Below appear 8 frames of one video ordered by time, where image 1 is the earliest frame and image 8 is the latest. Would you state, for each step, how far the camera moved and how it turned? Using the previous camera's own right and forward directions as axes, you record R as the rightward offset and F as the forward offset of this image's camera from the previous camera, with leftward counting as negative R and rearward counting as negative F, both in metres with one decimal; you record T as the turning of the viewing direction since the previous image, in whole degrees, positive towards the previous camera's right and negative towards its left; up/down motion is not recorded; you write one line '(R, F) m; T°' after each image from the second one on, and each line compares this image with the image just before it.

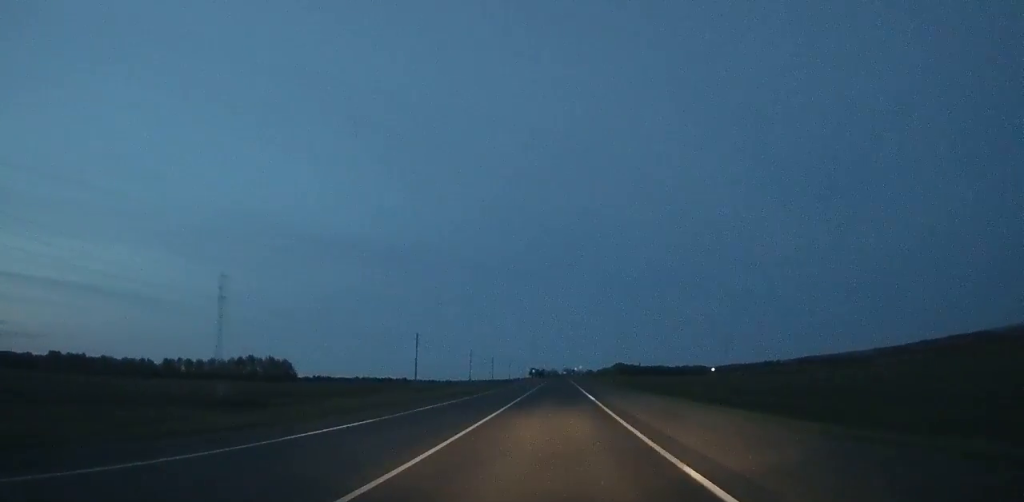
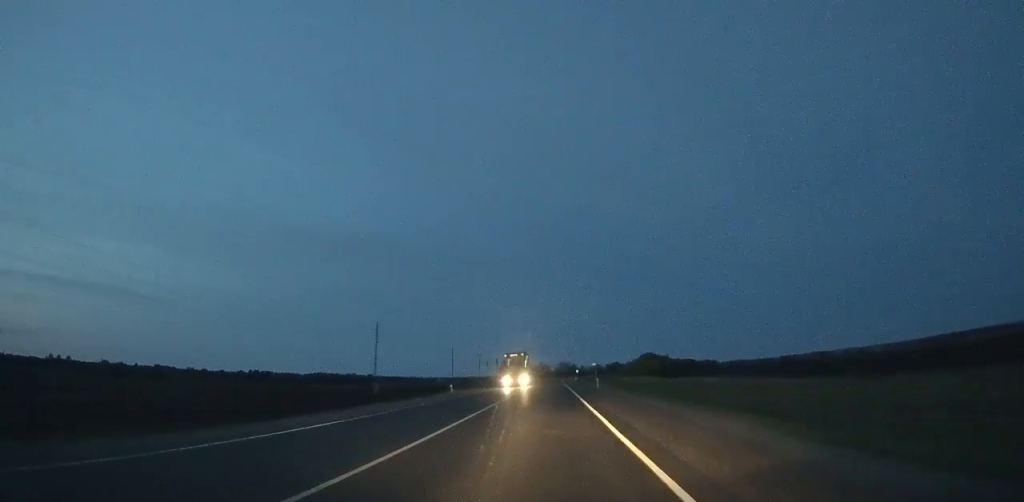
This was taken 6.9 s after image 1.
(+0.3, +194.6) m; 0°
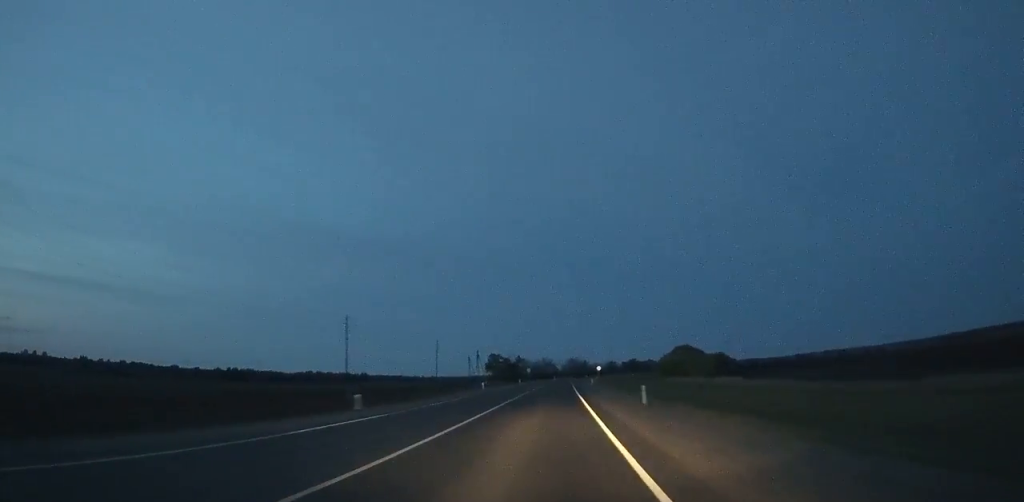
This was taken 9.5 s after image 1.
(0.0, +72.3) m; 0°
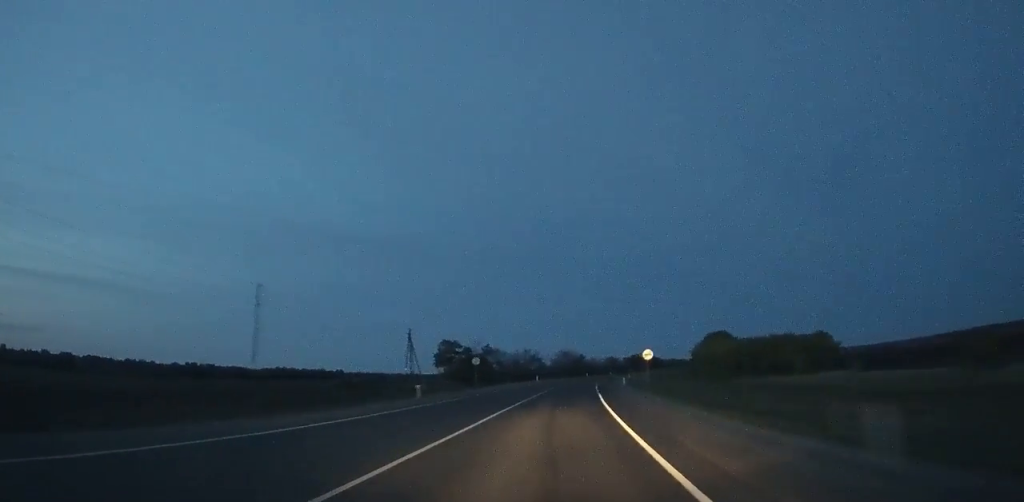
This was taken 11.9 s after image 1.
(-0.3, +66.4) m; +2°
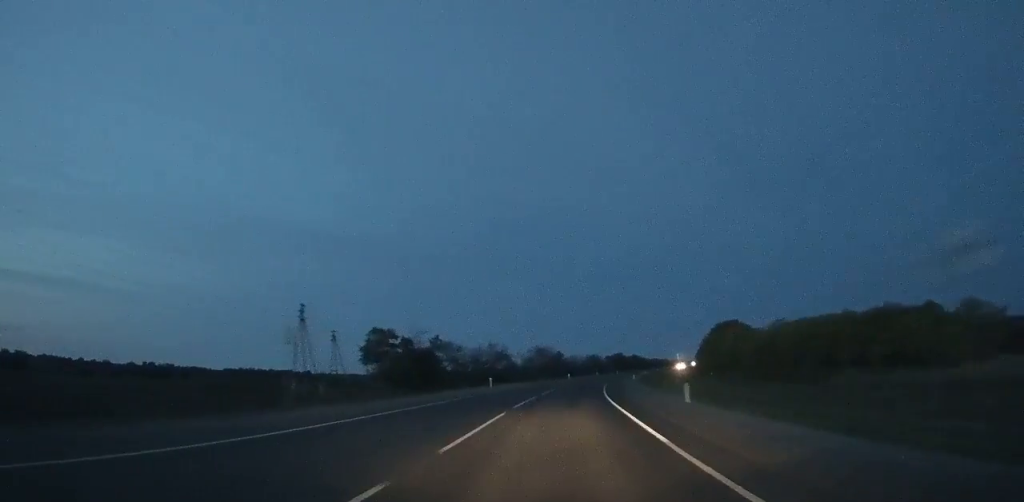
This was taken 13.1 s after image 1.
(+0.4, +33.0) m; +2°
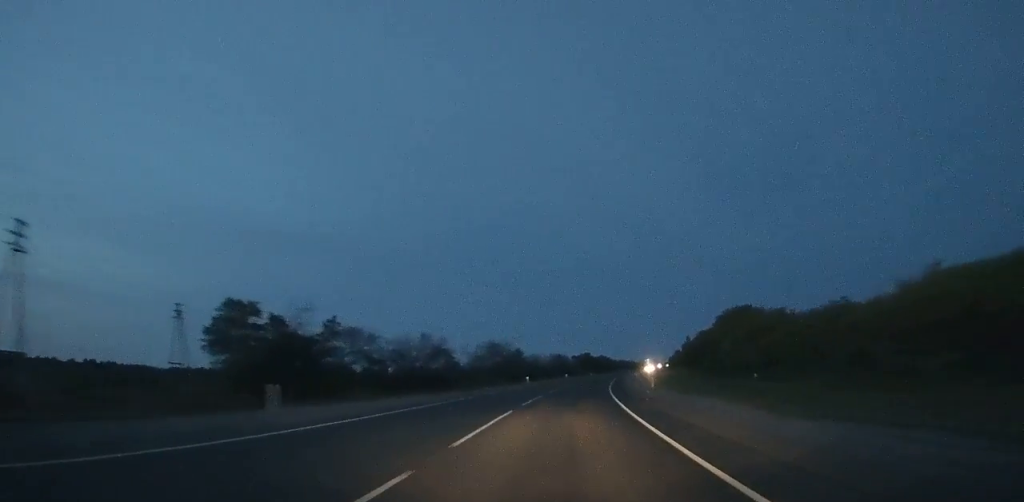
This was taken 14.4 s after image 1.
(+0.4, +35.4) m; +2°
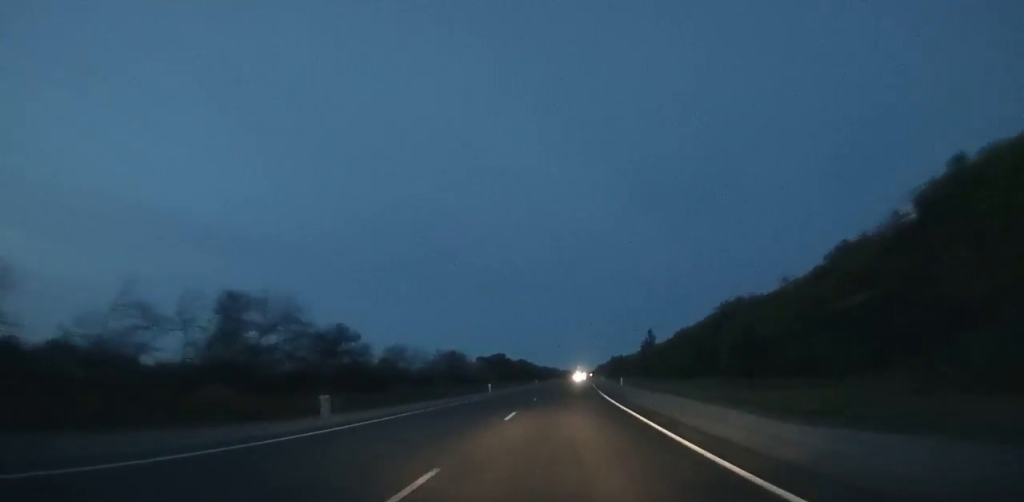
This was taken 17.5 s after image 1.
(+4.6, +83.5) m; +6°
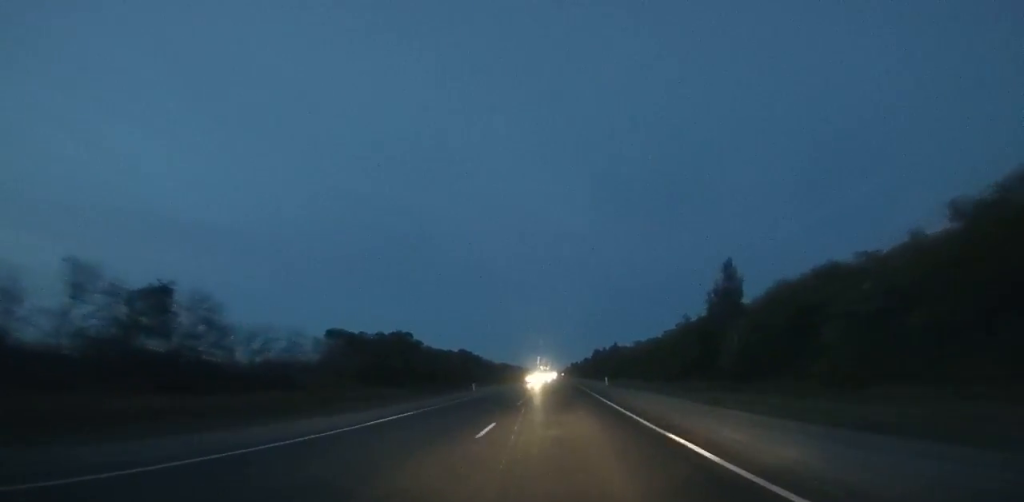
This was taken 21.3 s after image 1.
(+5.7, +100.8) m; +5°
